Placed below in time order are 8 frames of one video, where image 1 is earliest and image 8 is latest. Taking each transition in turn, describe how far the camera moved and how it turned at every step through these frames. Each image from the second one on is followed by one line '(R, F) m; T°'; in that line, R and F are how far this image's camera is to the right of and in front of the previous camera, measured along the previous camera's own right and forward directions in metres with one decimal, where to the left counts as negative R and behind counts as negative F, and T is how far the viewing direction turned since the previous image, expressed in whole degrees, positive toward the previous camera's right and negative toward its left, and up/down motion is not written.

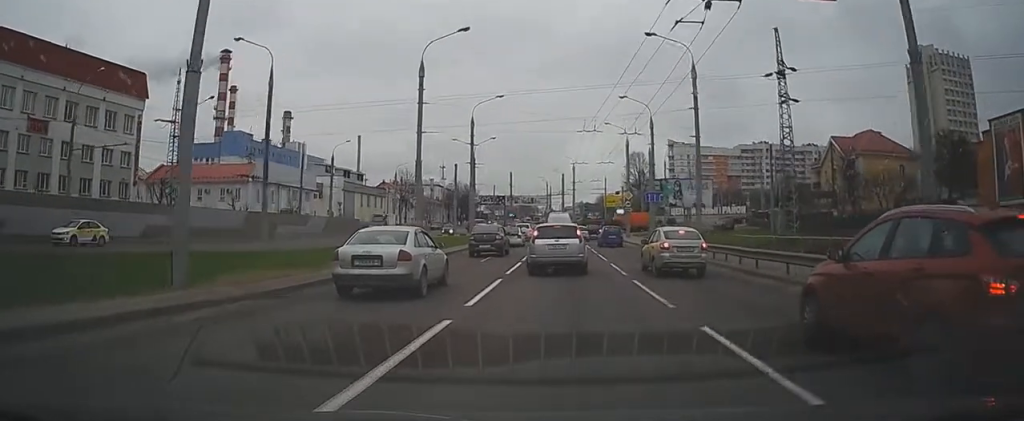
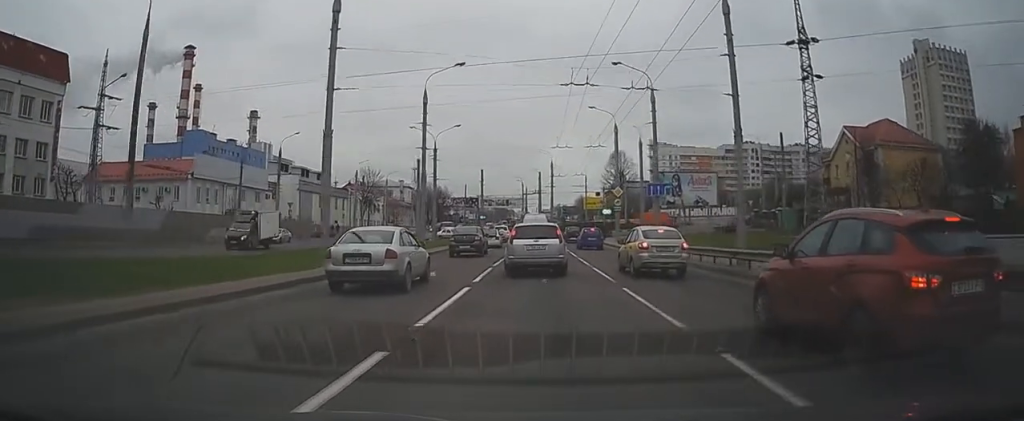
(0.0, +10.5) m; 0°
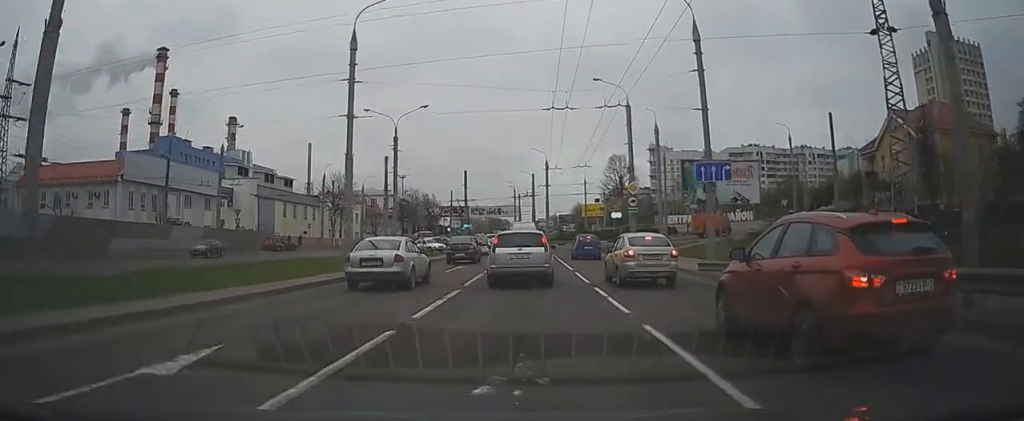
(0.0, +13.8) m; +1°
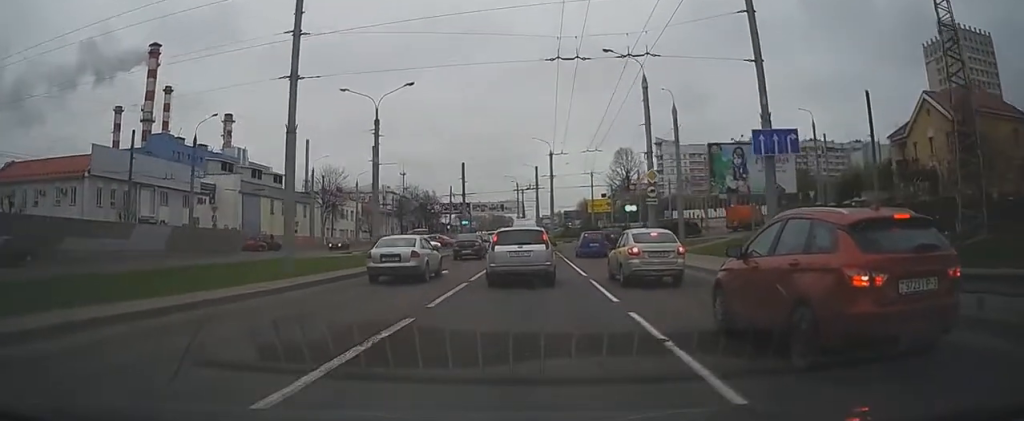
(0.0, +6.6) m; 0°
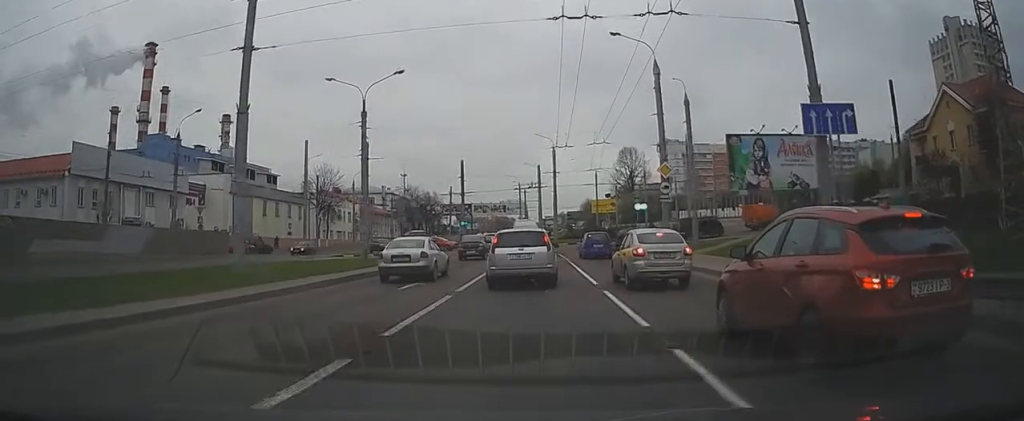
(0.0, +3.5) m; 0°
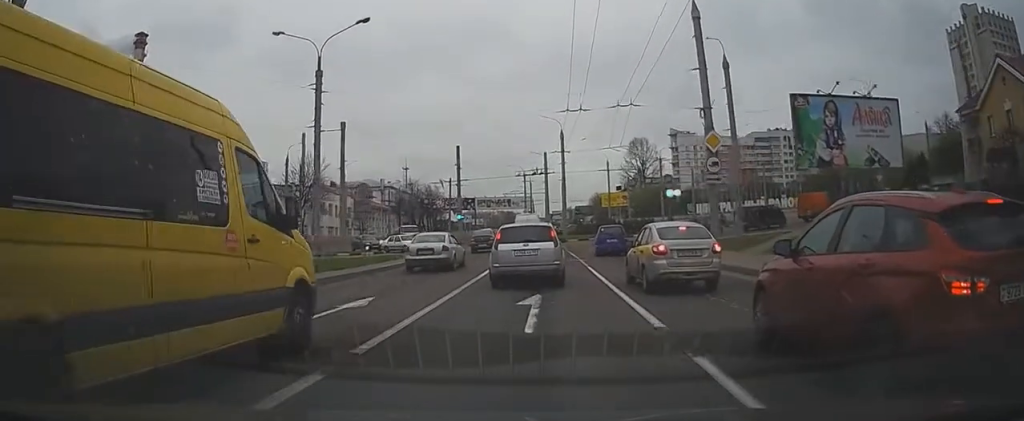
(0.0, +8.5) m; 0°
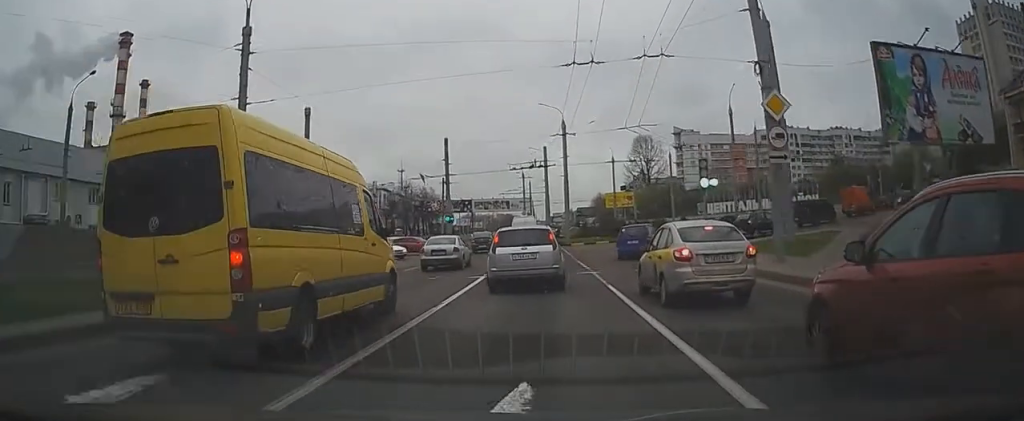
(0.0, +7.3) m; 0°
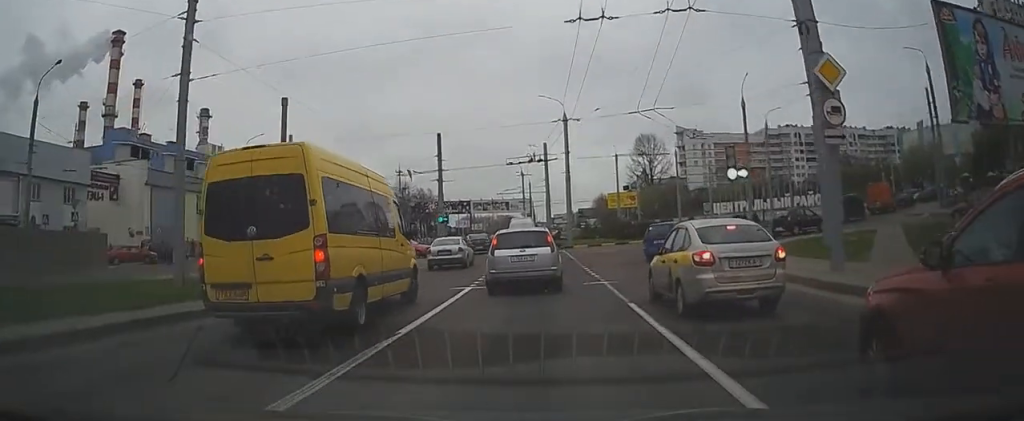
(0.0, +3.9) m; 0°
